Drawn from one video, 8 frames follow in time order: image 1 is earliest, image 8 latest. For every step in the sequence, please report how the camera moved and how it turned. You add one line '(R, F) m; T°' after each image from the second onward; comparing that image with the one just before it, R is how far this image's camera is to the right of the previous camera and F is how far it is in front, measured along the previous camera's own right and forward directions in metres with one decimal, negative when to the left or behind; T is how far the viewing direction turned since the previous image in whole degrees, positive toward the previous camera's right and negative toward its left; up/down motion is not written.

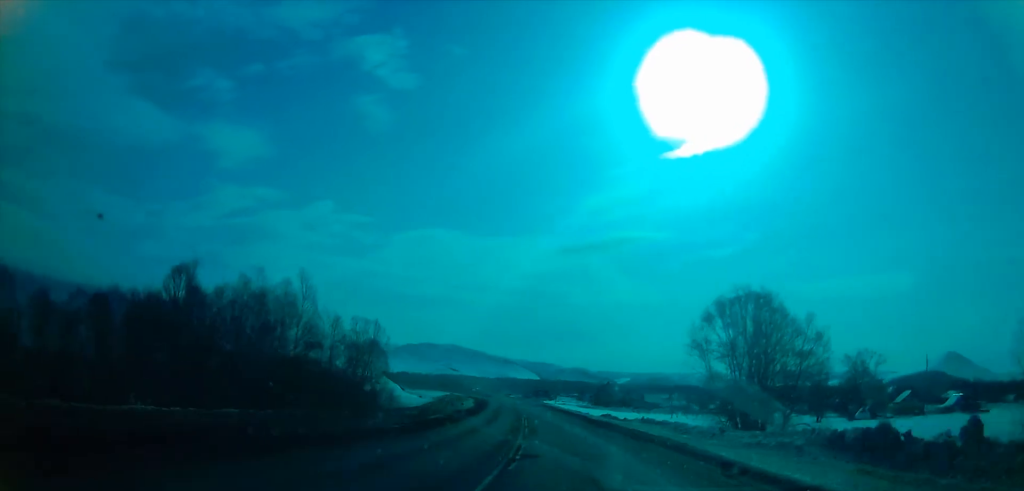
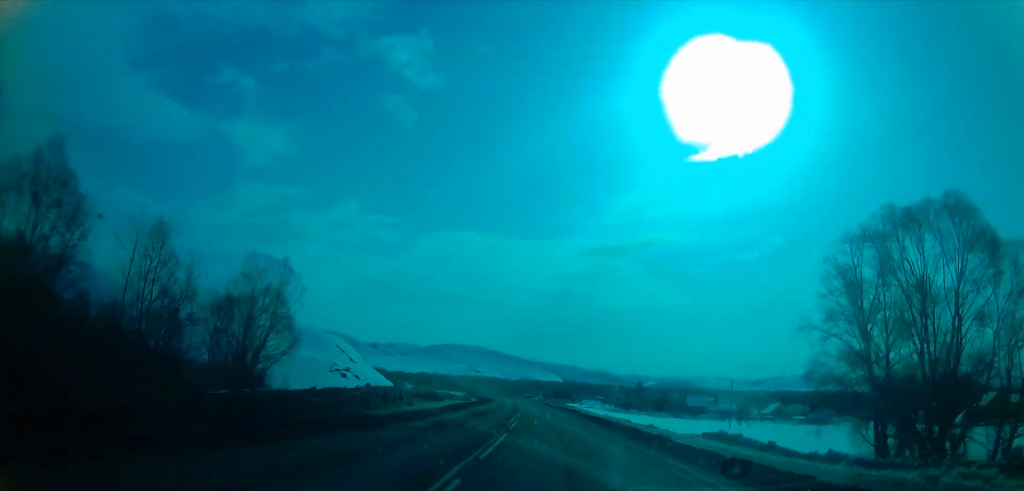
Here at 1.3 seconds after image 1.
(-0.9, +35.3) m; -4°
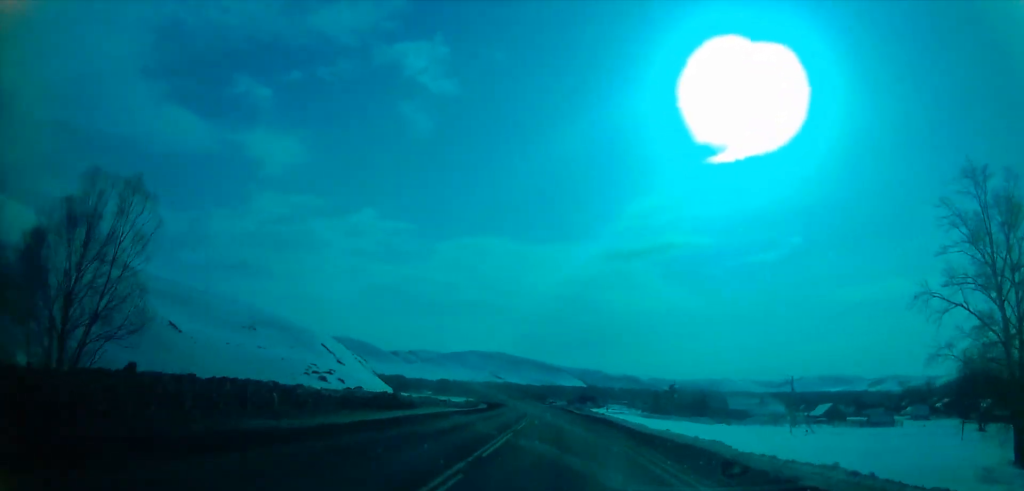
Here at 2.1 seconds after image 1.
(-0.5, +20.1) m; -2°
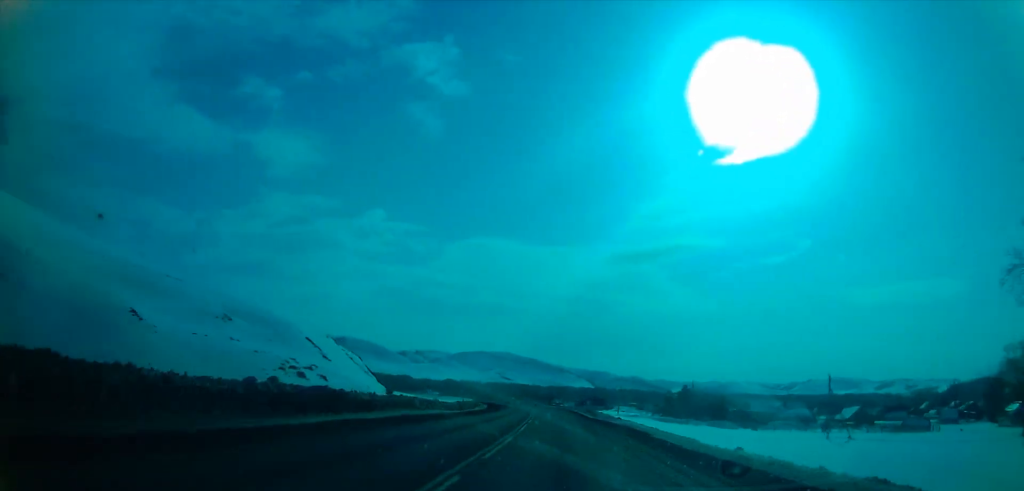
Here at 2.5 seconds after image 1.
(-0.1, +10.8) m; -1°
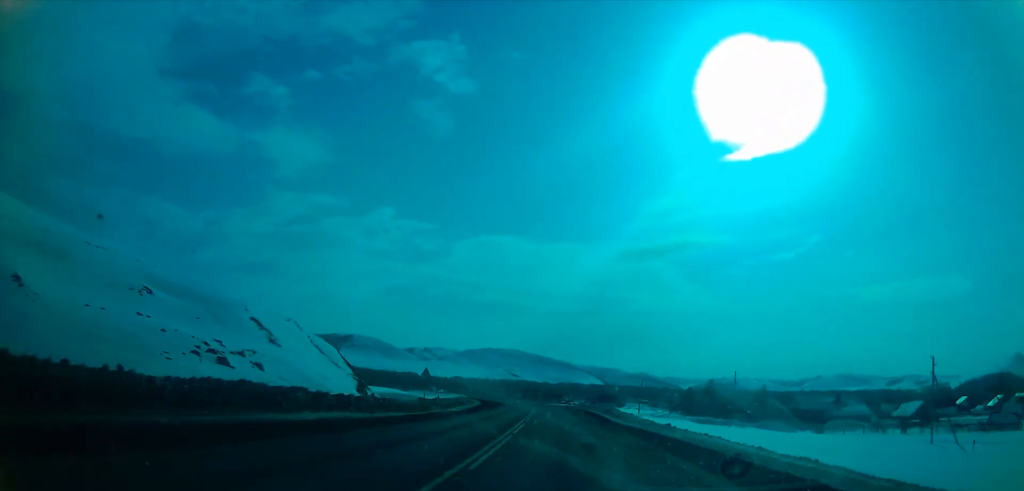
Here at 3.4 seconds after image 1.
(-0.1, +23.6) m; -1°
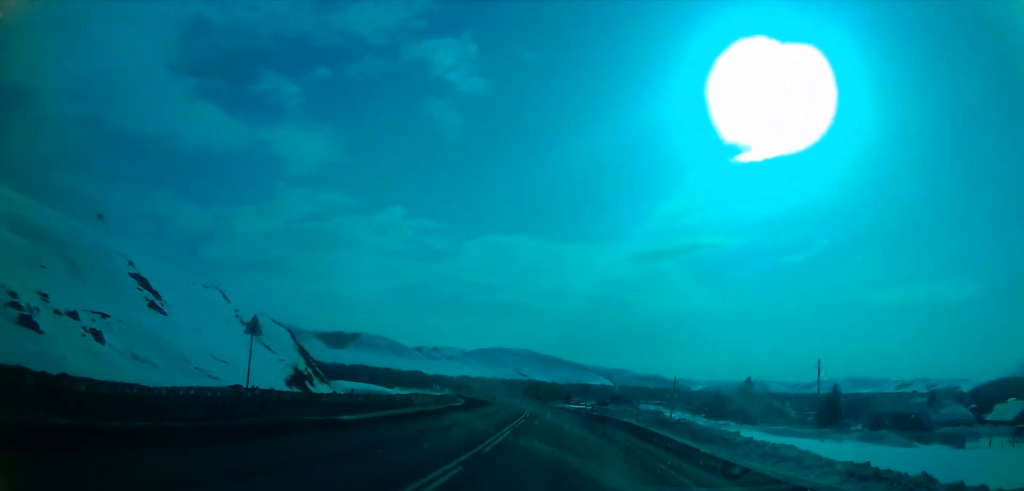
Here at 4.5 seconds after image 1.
(-0.4, +32.4) m; -1°
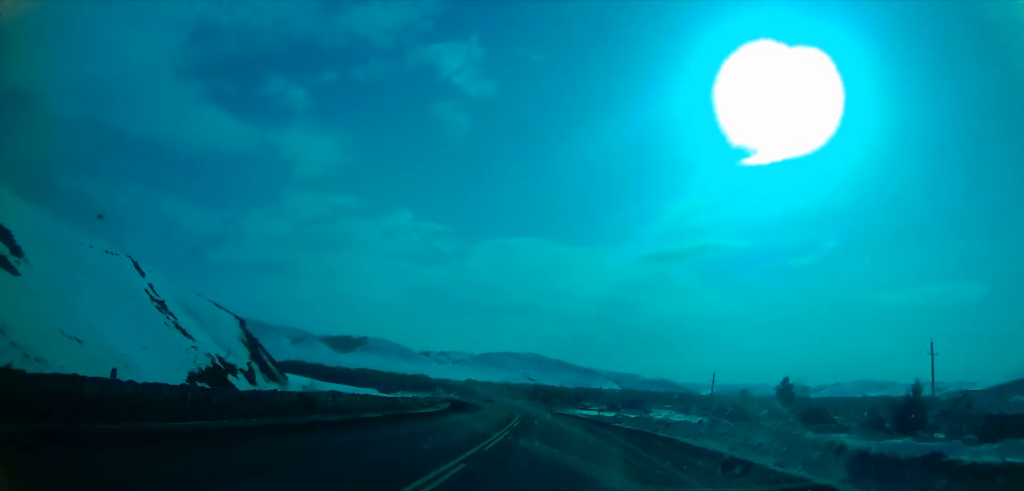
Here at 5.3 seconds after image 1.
(-0.2, +25.3) m; 0°
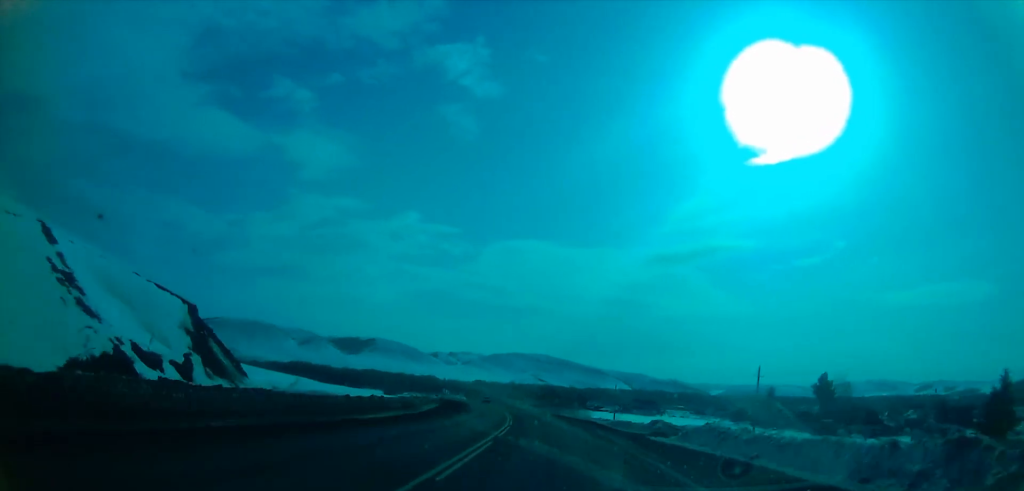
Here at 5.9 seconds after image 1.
(0.0, +17.4) m; 0°
